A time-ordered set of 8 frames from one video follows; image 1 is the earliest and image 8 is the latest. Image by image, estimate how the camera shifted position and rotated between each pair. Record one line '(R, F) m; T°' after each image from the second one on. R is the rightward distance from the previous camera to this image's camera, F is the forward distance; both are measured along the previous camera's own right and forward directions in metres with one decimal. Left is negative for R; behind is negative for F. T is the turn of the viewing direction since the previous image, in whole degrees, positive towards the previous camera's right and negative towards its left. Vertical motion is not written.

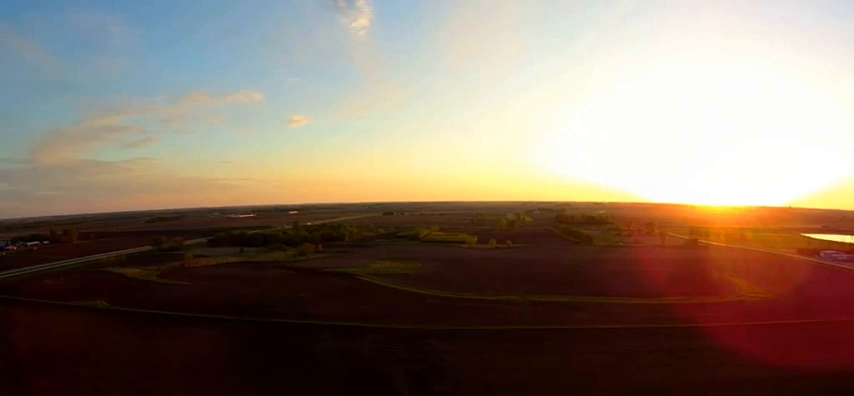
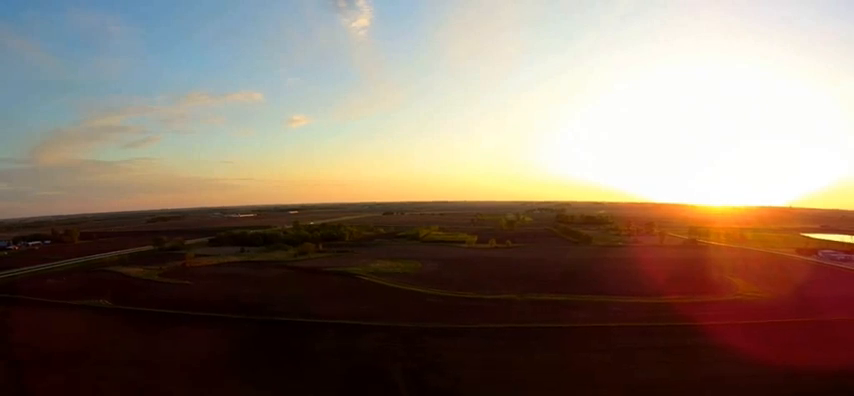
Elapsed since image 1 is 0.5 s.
(0.0, +3.1) m; 0°
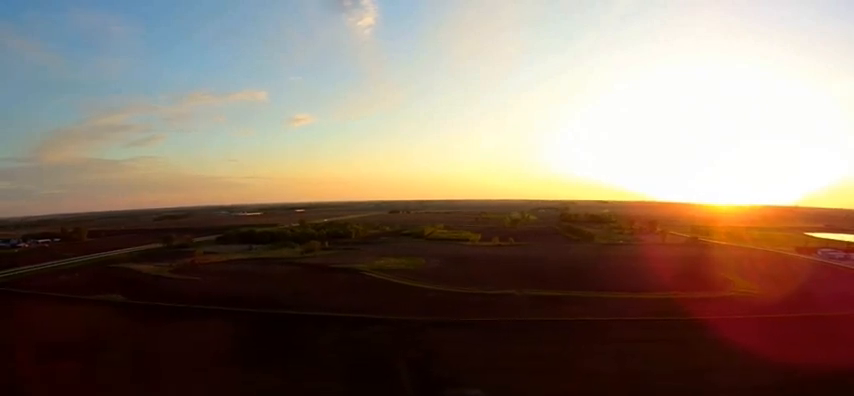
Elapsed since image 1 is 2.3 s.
(0.0, +10.1) m; 0°
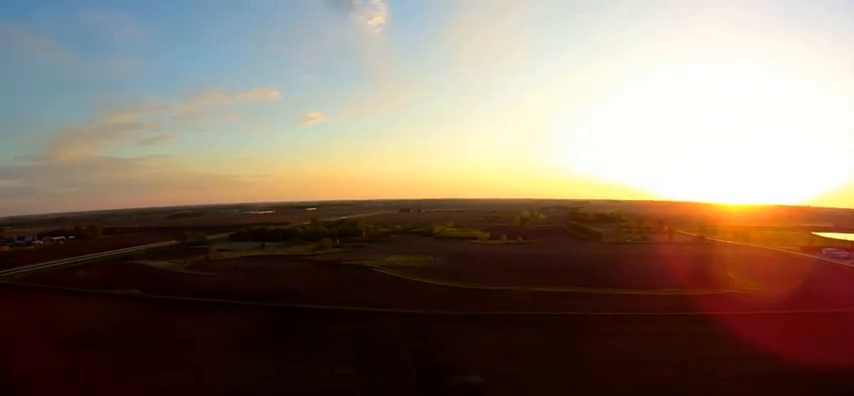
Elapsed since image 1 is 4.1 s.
(0.0, +10.1) m; 0°
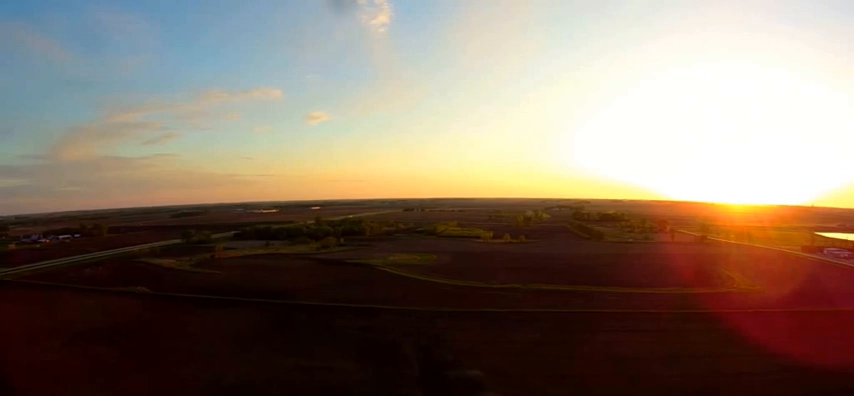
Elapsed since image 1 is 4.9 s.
(0.0, +5.0) m; 0°
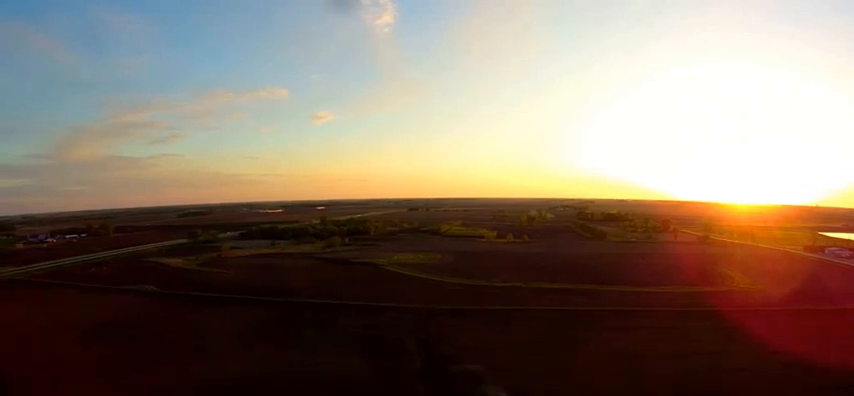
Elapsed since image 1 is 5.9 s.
(0.0, +5.4) m; 0°
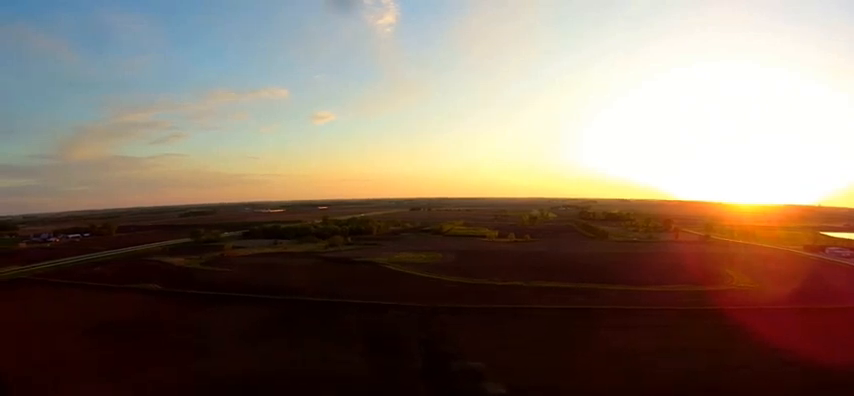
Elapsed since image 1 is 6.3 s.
(0.0, +2.5) m; 0°
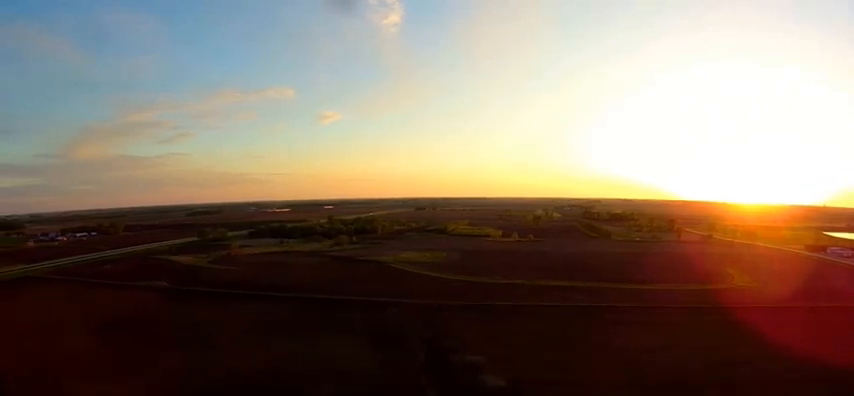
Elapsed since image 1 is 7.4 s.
(0.0, +6.3) m; 0°
